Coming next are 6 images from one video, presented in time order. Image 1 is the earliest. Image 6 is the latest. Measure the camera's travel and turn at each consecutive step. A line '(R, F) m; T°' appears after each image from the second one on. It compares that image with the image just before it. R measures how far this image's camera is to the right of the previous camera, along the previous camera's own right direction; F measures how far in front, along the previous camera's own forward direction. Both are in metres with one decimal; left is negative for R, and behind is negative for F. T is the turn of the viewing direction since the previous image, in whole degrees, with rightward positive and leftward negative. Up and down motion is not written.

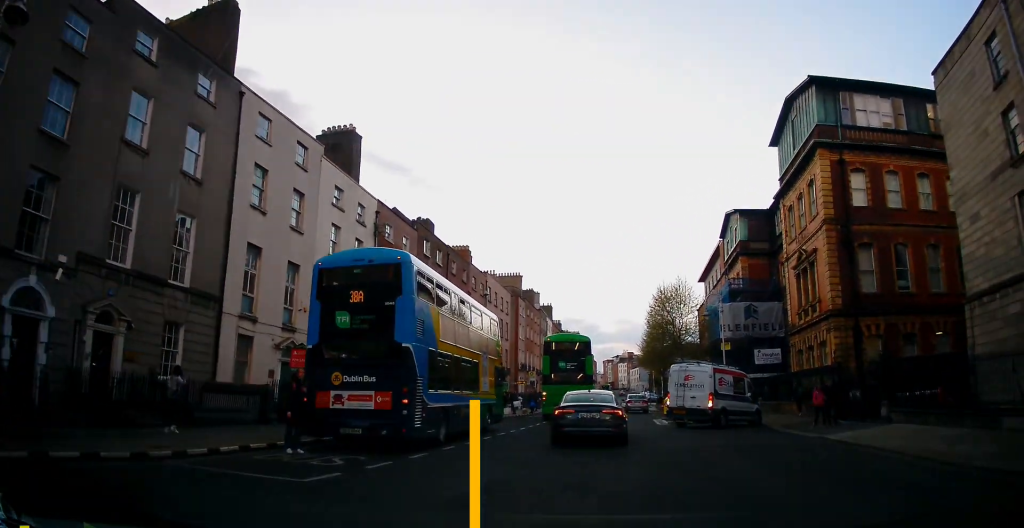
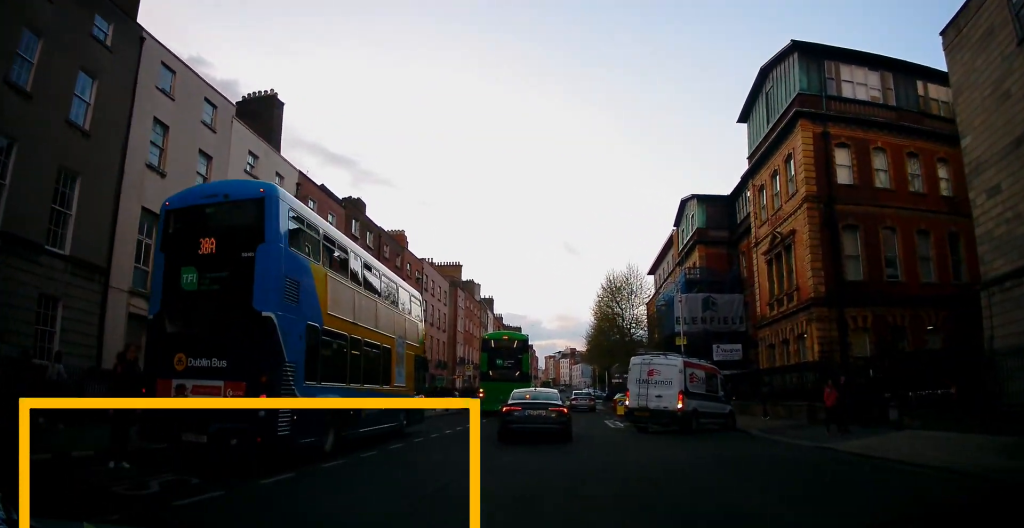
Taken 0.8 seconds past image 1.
(+0.2, +3.5) m; +6°
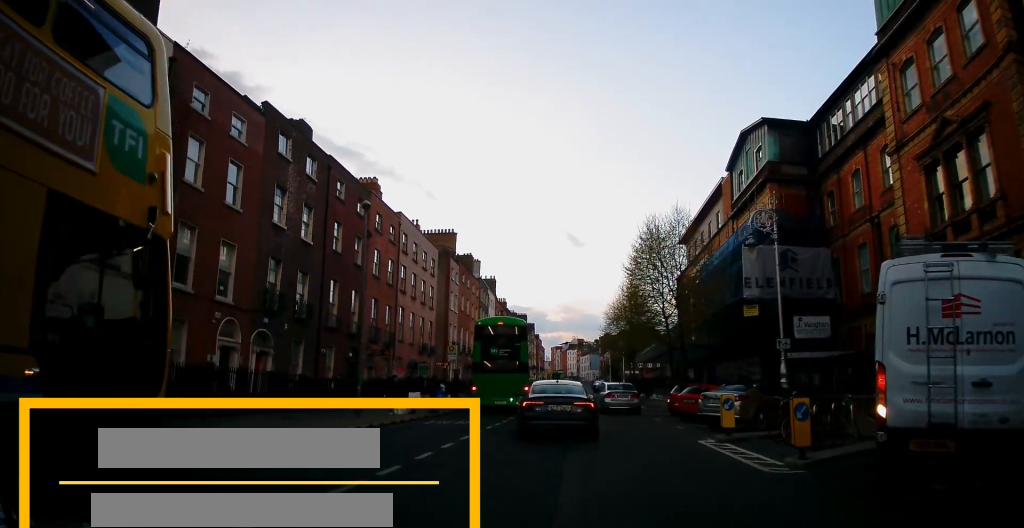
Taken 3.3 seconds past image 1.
(+1.7, +12.7) m; +5°
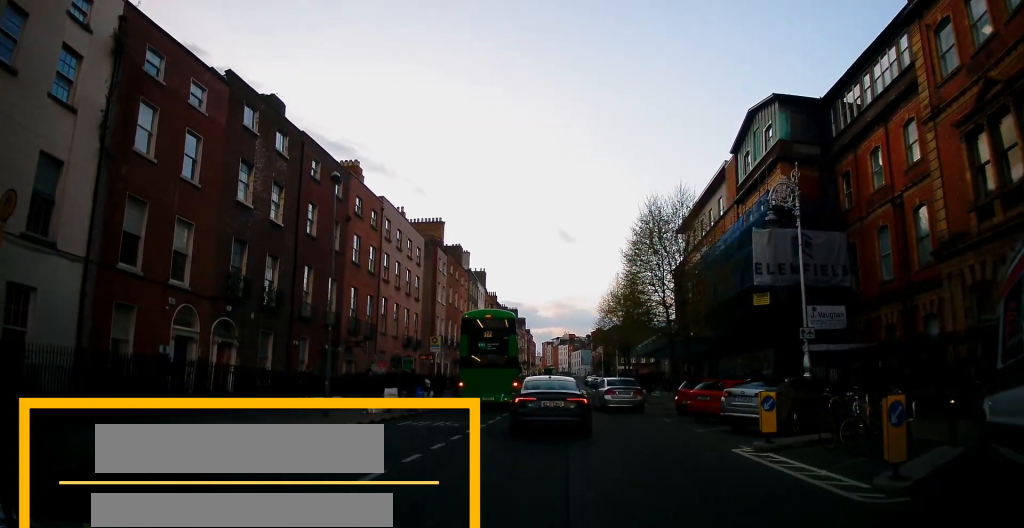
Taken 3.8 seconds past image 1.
(-0.3, +2.9) m; +1°
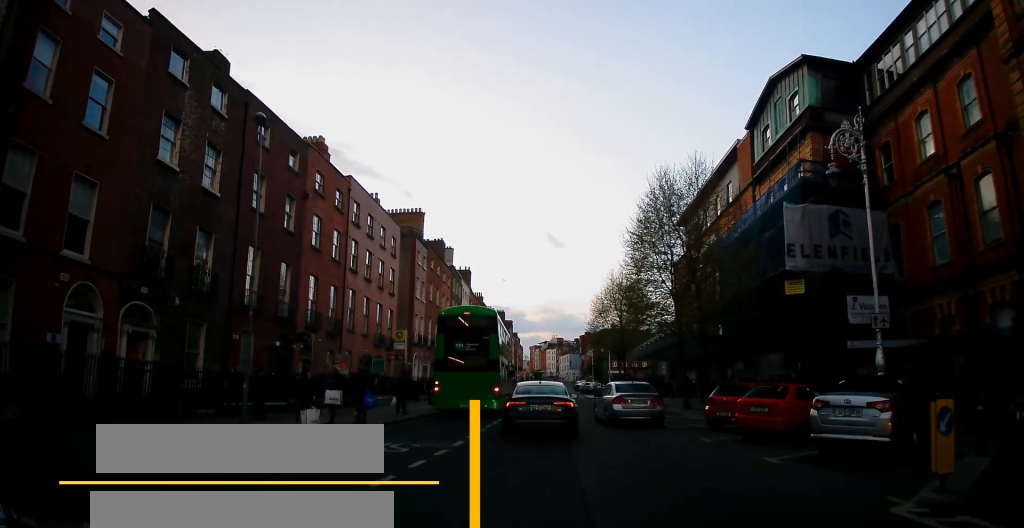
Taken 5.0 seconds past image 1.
(+0.3, +5.9) m; +5°
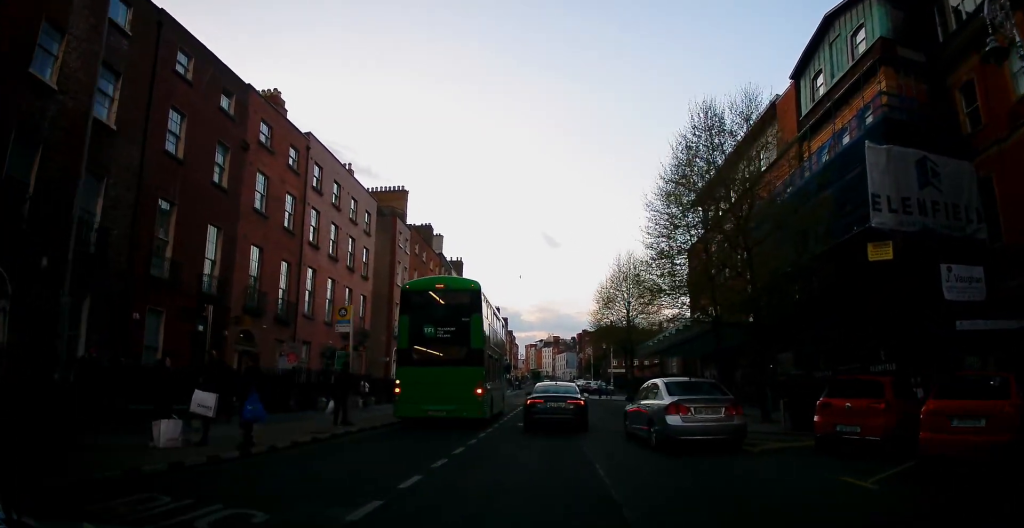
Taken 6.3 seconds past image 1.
(0.0, +6.8) m; -2°
